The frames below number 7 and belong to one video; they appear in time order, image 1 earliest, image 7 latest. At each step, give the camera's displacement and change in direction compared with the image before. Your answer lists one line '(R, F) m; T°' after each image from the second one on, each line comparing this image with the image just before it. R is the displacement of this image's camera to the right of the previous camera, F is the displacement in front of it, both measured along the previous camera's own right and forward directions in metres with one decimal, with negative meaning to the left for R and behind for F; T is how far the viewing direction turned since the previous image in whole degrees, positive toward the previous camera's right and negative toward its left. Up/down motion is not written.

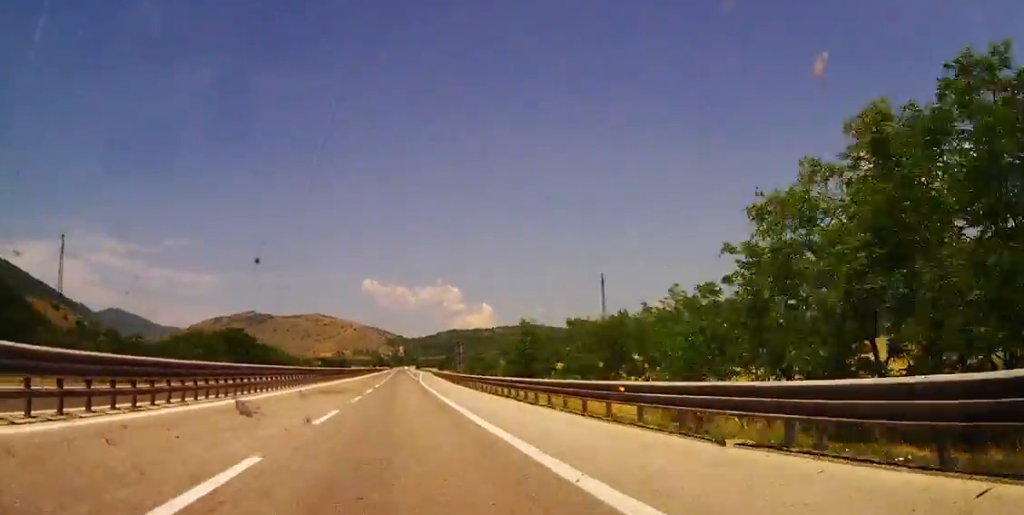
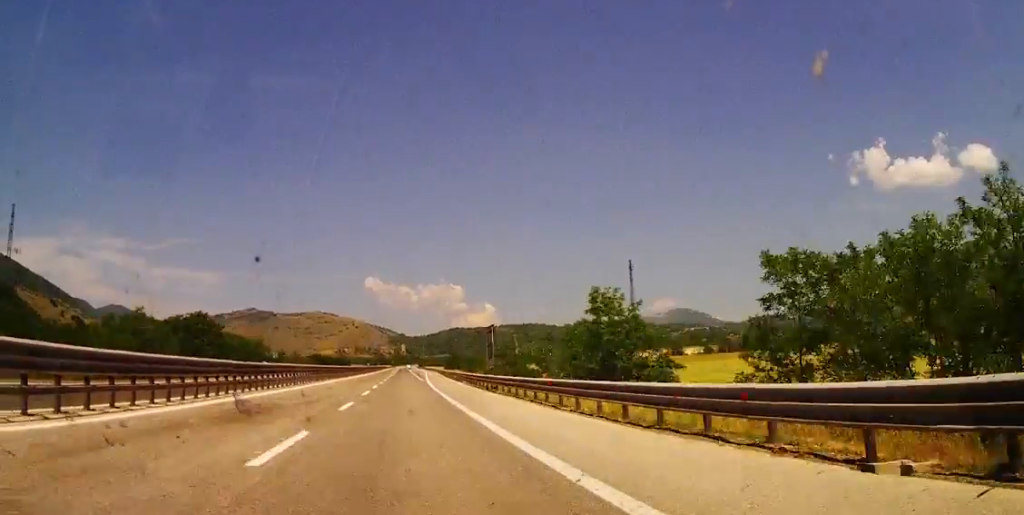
(+0.2, +18.8) m; 0°
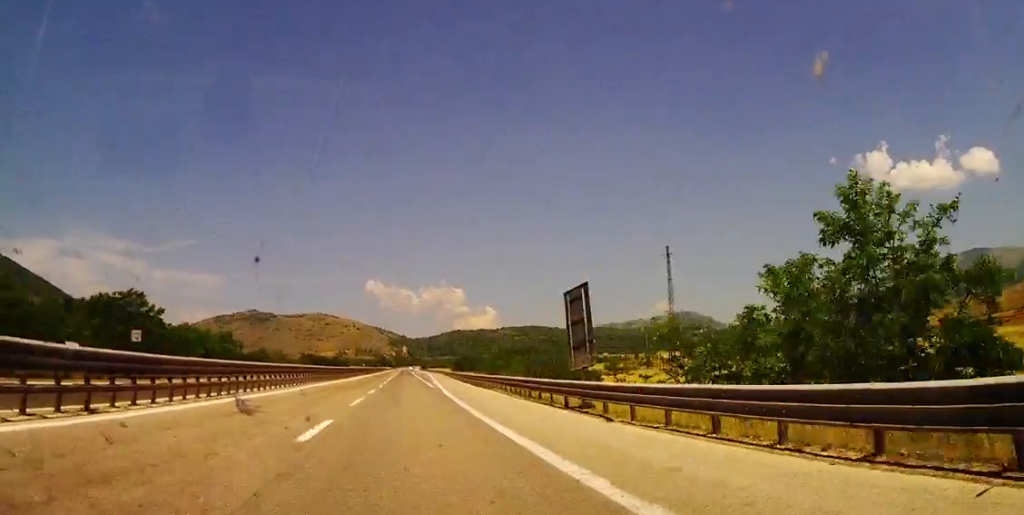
(+0.3, +20.0) m; -1°
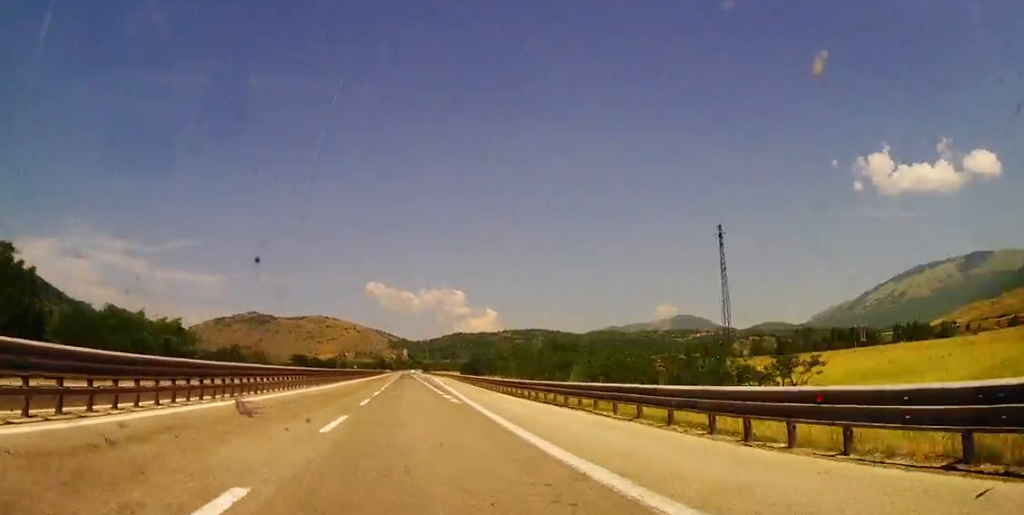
(-0.6, +21.1) m; 0°
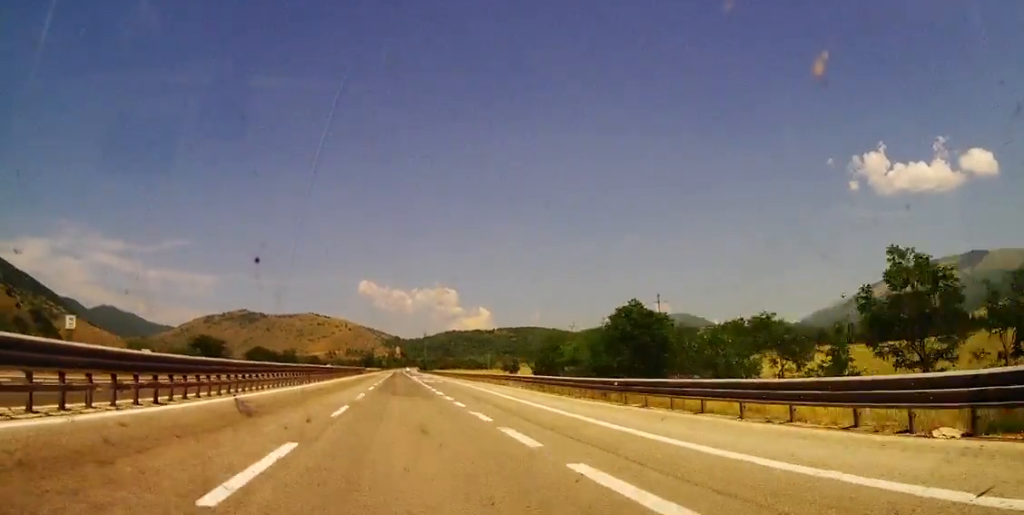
(+0.9, +77.7) m; 0°
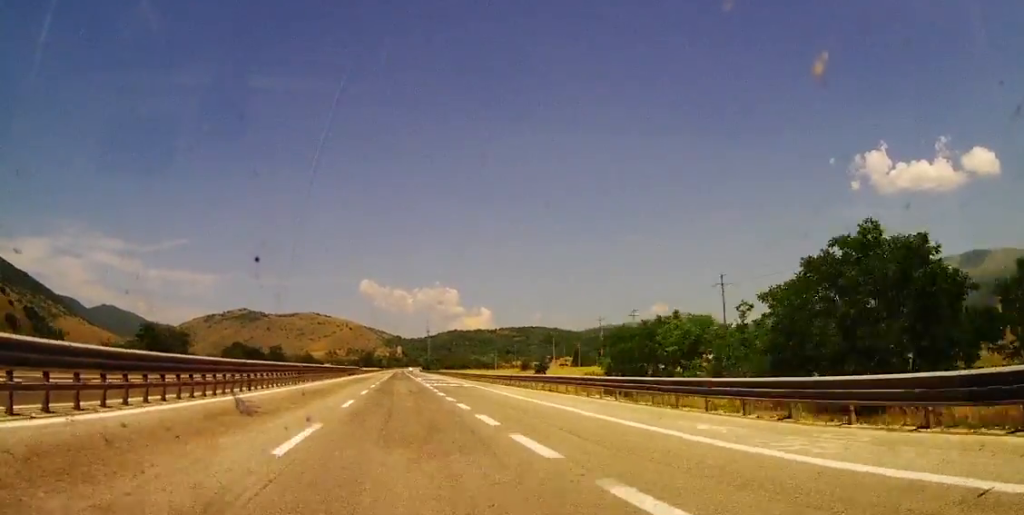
(-0.1, +19.3) m; 0°
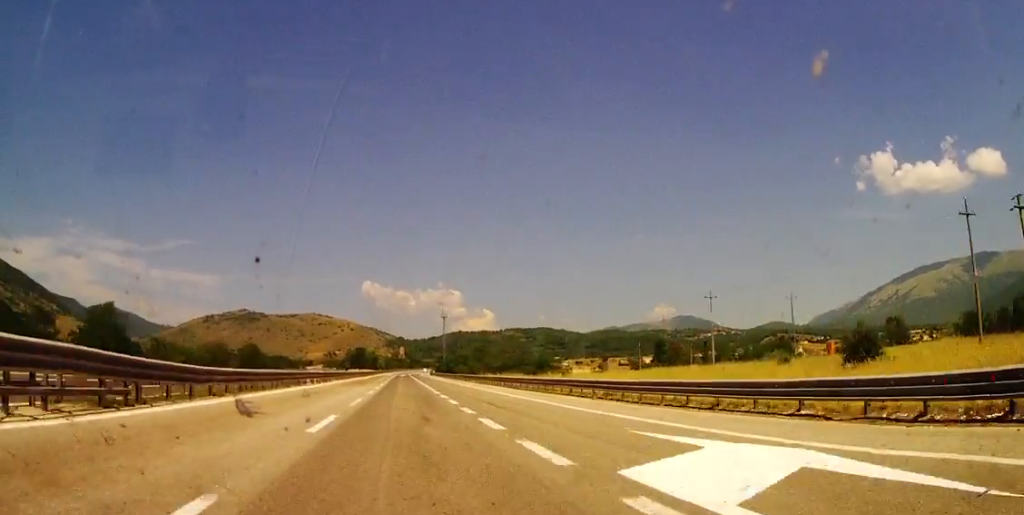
(+0.8, +90.6) m; 0°
